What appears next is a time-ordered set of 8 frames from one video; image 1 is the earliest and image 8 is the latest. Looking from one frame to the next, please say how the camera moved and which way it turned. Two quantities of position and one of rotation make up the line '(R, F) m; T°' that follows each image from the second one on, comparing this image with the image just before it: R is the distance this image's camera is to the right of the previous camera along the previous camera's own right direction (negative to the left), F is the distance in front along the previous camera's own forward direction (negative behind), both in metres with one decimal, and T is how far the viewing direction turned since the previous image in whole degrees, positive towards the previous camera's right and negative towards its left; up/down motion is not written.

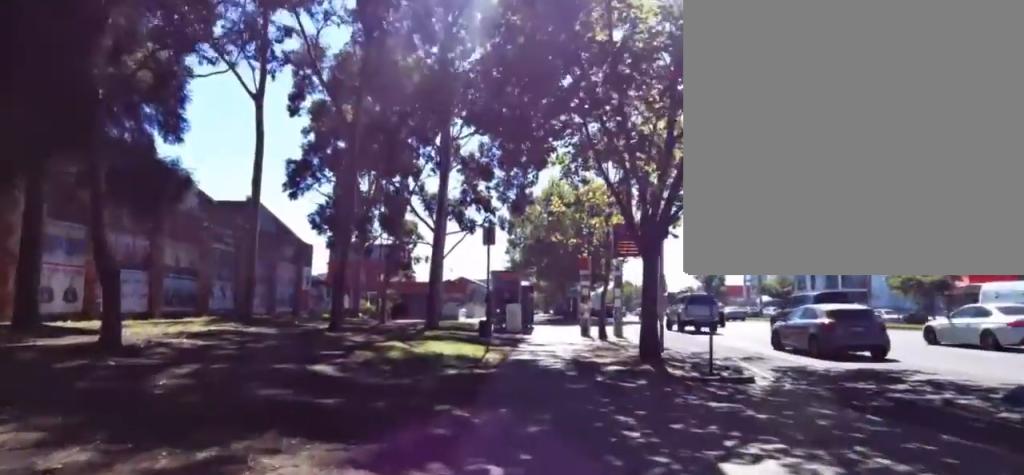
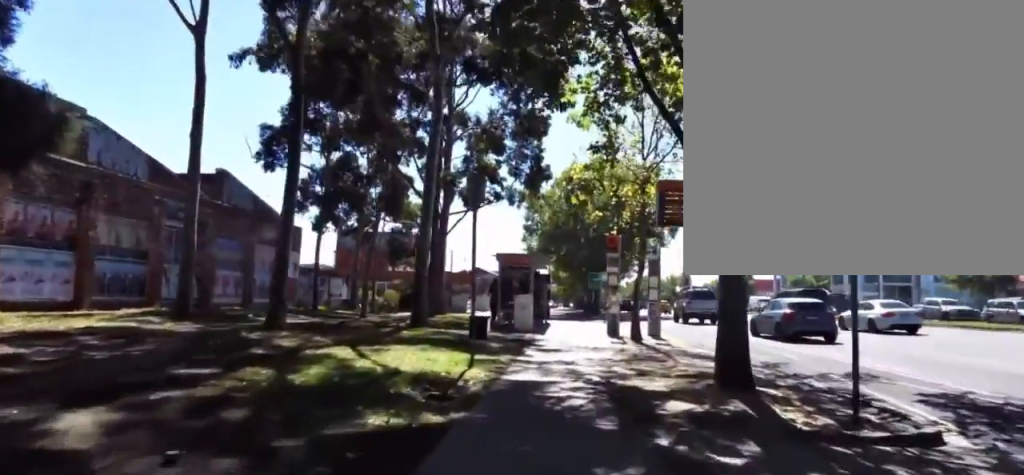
(+0.4, +4.3) m; +4°
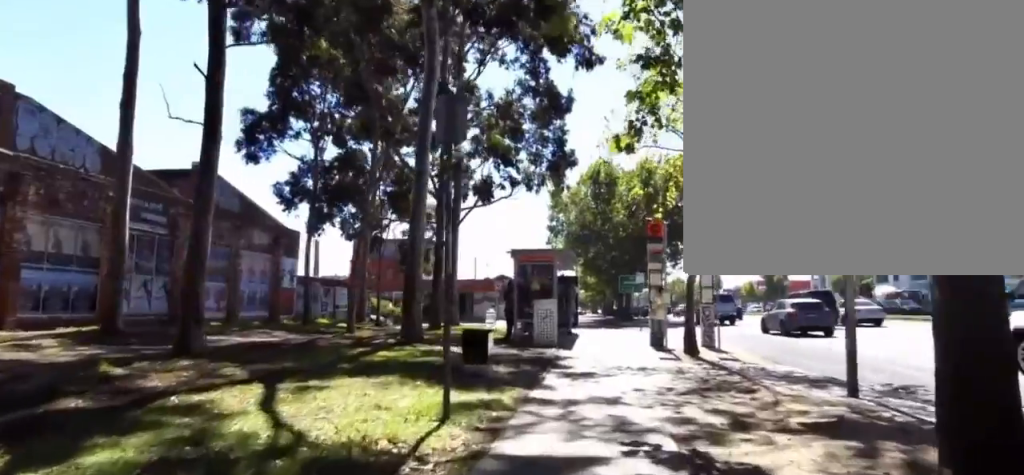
(+0.1, +3.7) m; 0°
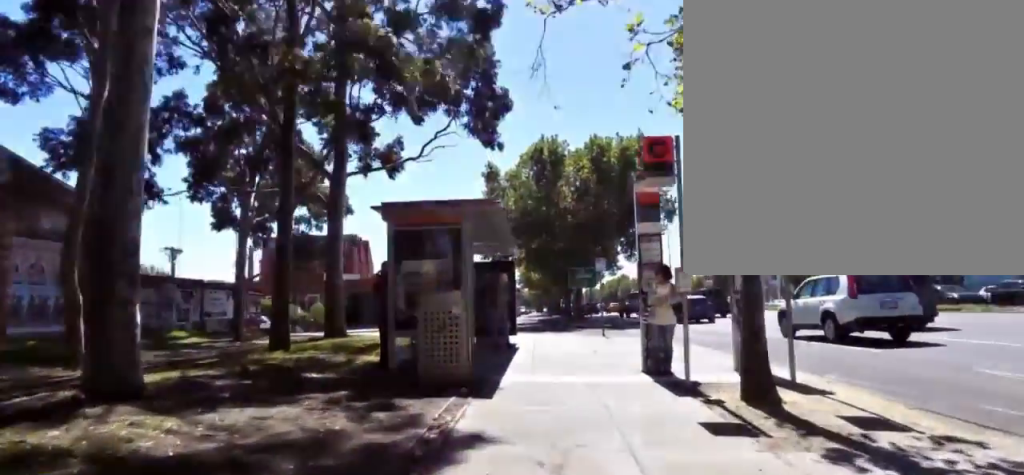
(-0.5, +7.0) m; -1°
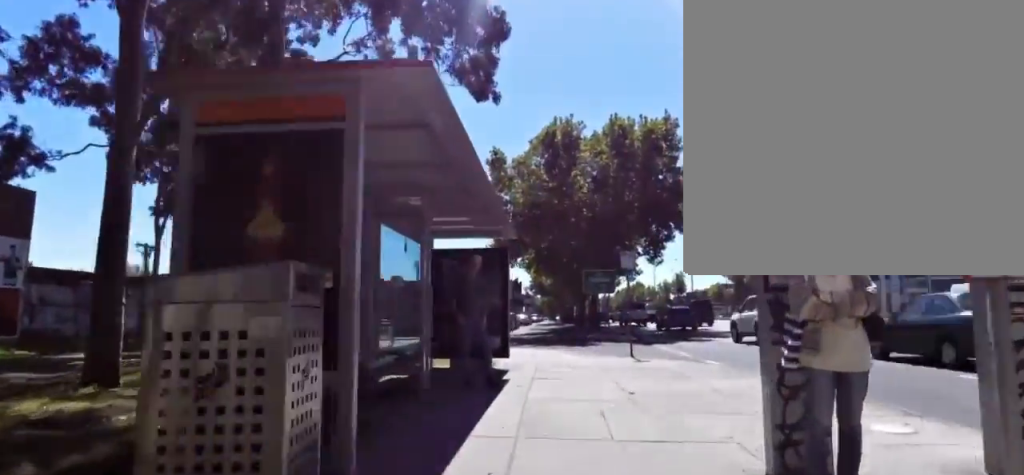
(+0.3, +4.6) m; +2°
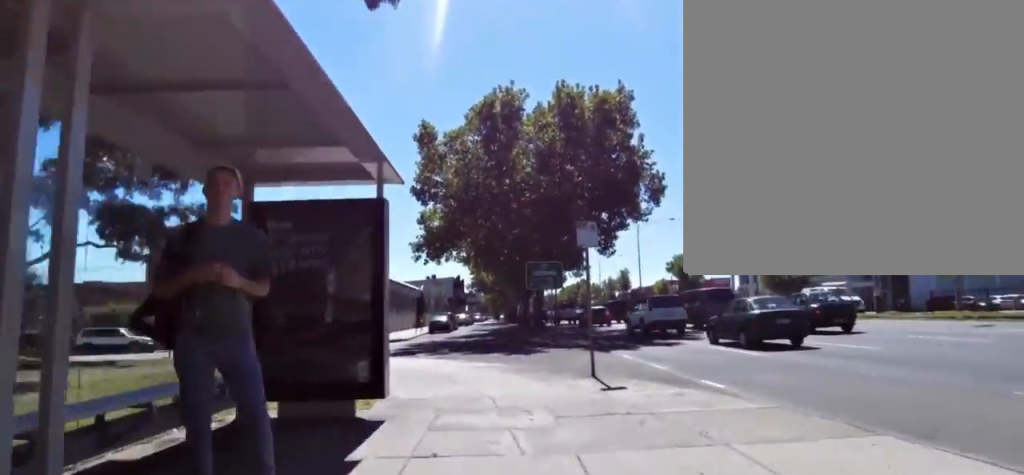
(-0.1, +5.4) m; -6°
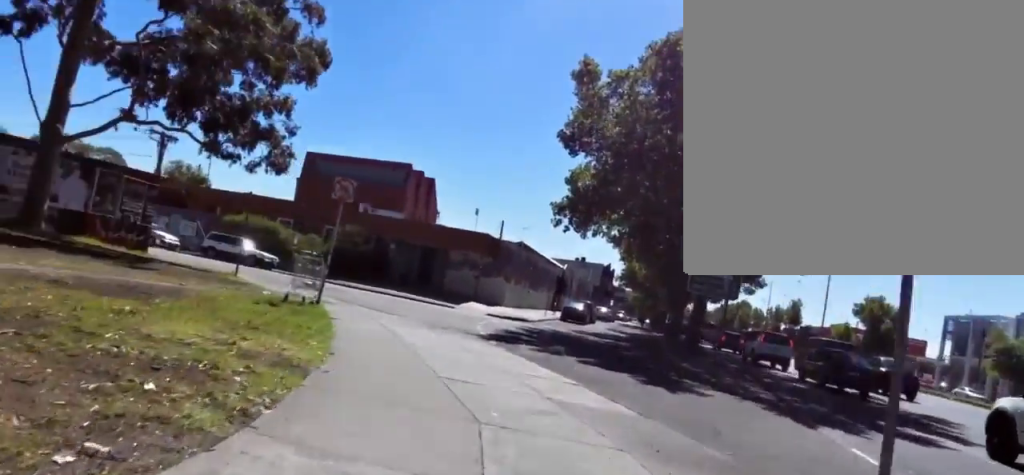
(-0.9, +7.7) m; -11°
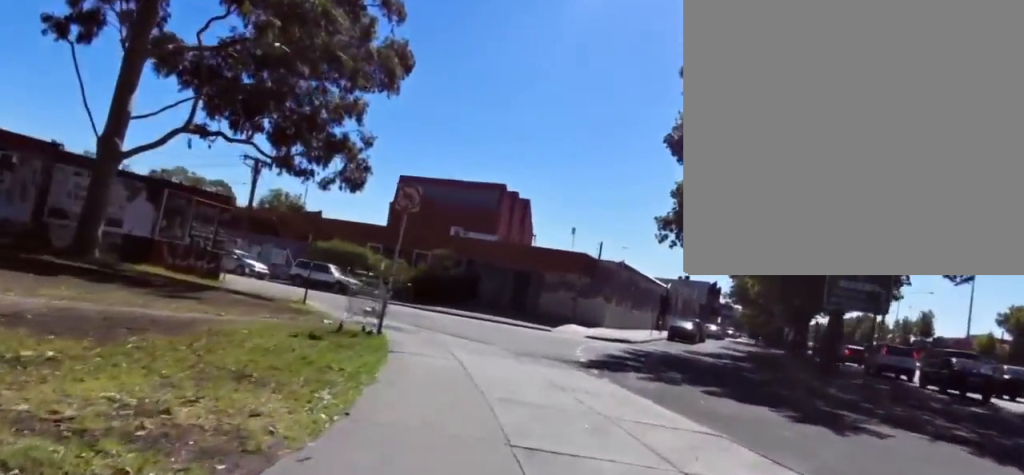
(-0.1, +2.8) m; -3°
